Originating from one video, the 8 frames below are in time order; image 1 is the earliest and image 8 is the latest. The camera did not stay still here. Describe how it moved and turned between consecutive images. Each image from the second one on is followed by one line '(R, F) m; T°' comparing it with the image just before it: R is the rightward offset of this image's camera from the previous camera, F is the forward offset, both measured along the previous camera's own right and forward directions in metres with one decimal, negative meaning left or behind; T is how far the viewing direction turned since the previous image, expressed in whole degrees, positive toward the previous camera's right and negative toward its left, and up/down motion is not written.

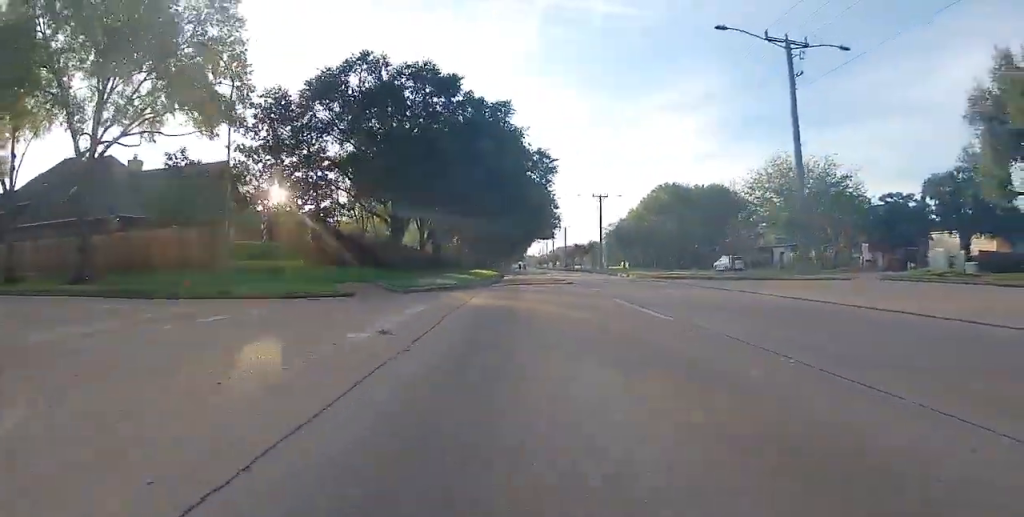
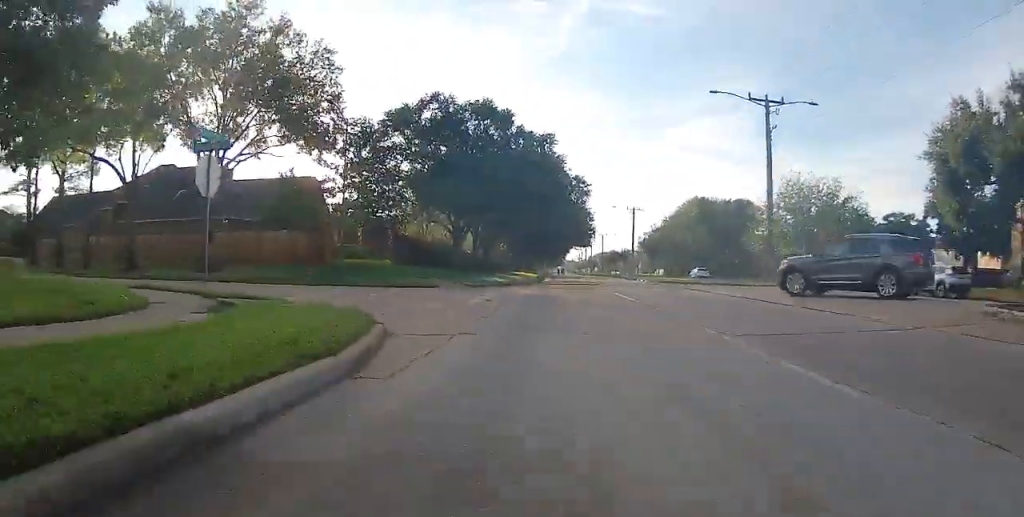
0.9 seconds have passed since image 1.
(-0.1, +6.7) m; -1°
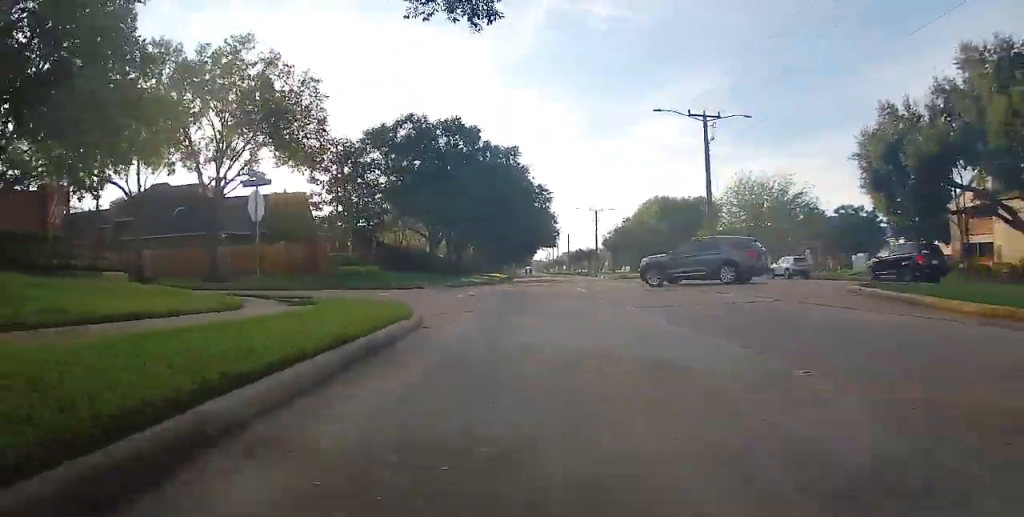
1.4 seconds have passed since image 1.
(0.0, +3.8) m; 0°
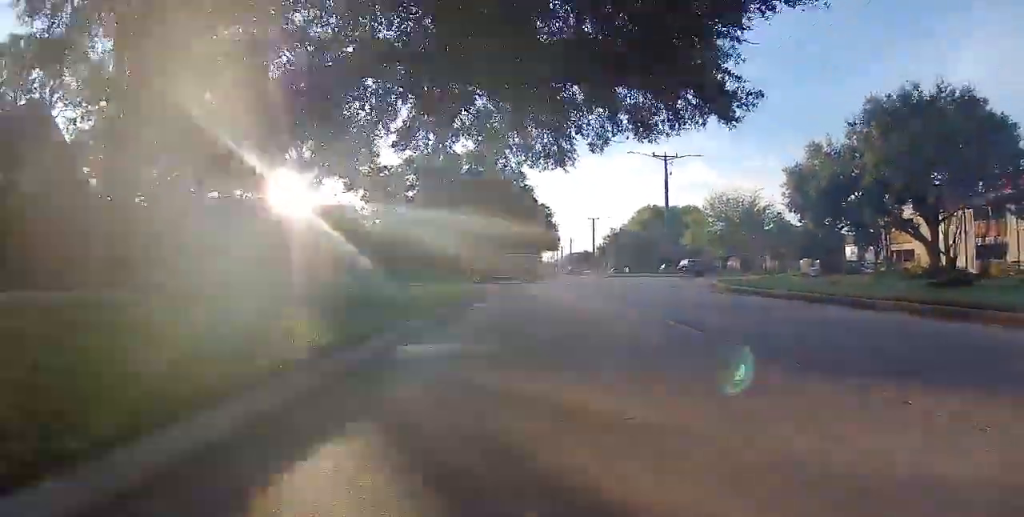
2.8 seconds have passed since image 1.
(0.0, +11.2) m; 0°
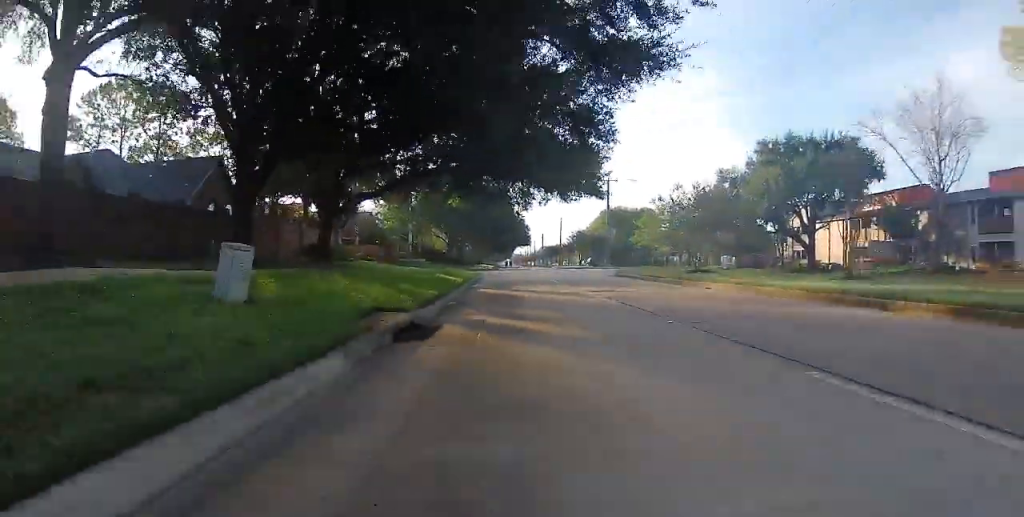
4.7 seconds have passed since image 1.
(+1.3, +16.1) m; +4°
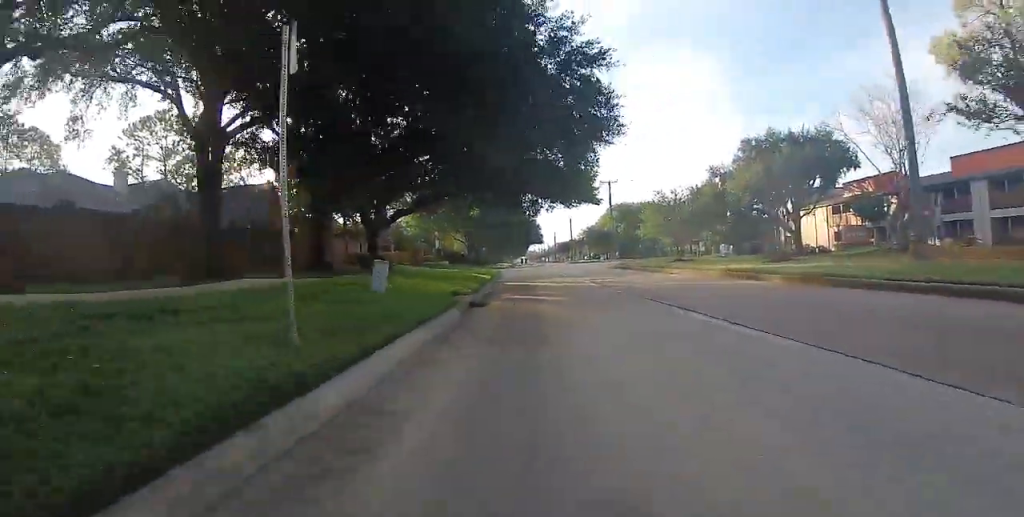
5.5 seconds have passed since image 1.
(-0.5, +6.2) m; -3°
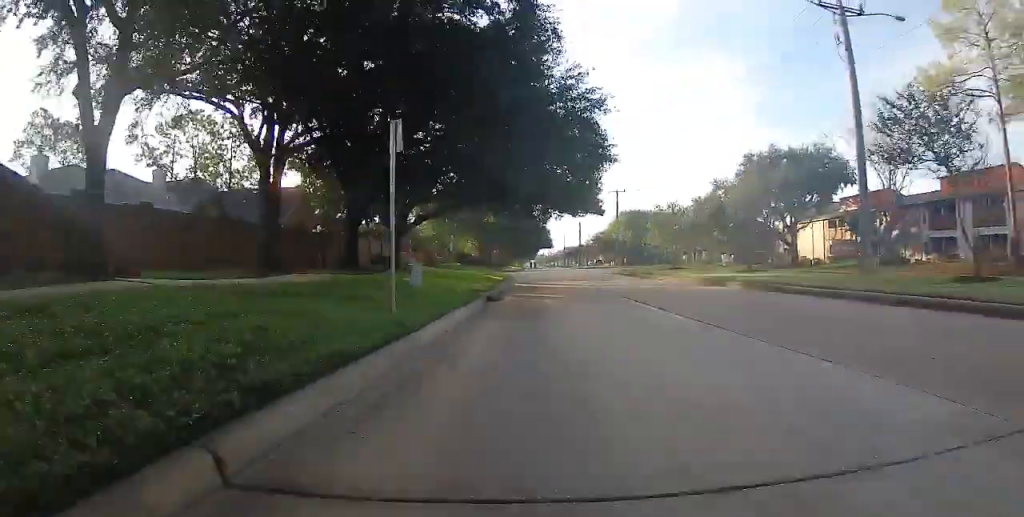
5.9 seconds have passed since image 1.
(-0.1, +3.4) m; -1°
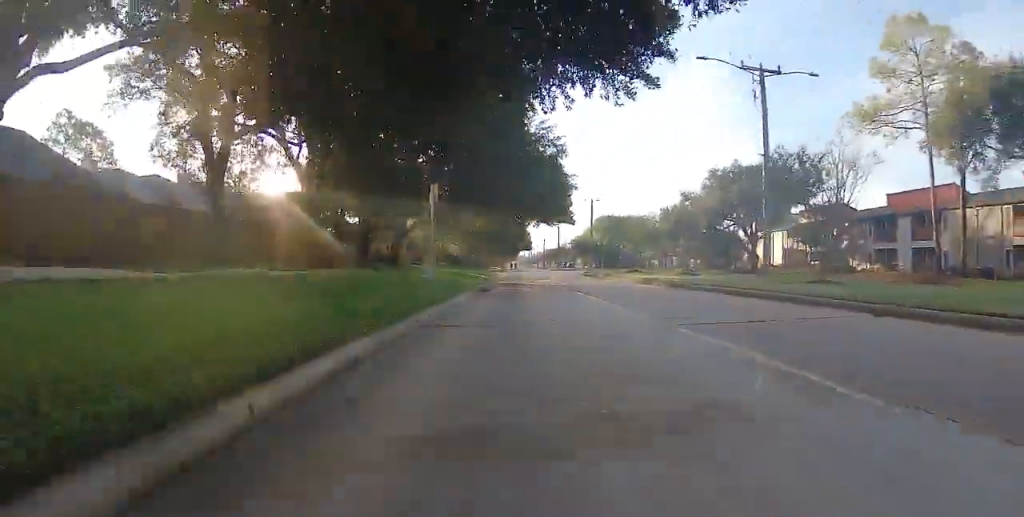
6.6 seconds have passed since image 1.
(0.0, +6.3) m; 0°
